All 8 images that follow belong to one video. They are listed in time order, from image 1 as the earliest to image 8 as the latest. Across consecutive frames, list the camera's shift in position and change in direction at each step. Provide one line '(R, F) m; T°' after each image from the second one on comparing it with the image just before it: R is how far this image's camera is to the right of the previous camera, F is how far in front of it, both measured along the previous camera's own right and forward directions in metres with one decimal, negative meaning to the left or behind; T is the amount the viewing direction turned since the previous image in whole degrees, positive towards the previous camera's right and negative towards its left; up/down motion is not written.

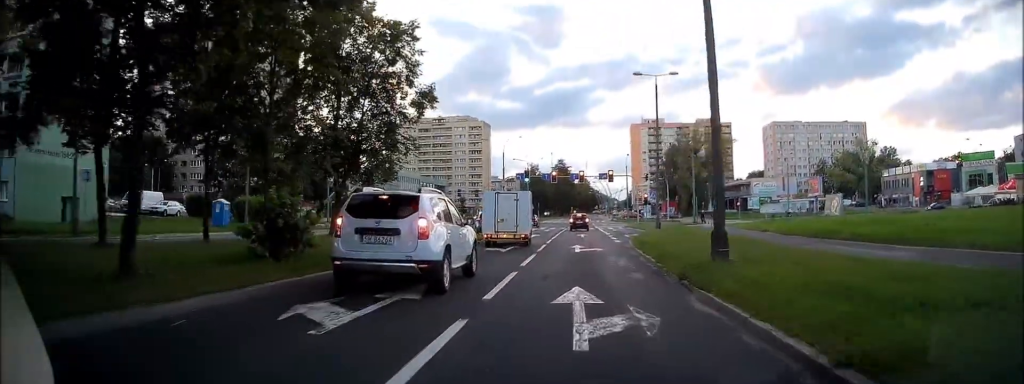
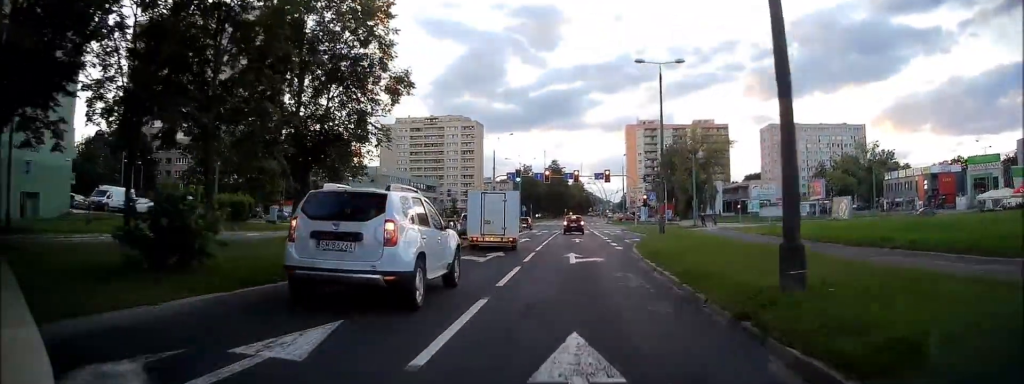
(0.0, +3.9) m; 0°
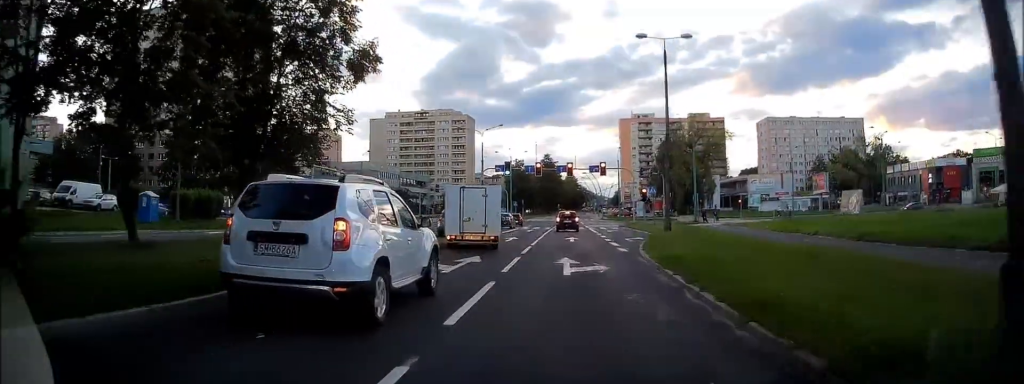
(0.0, +4.3) m; -1°
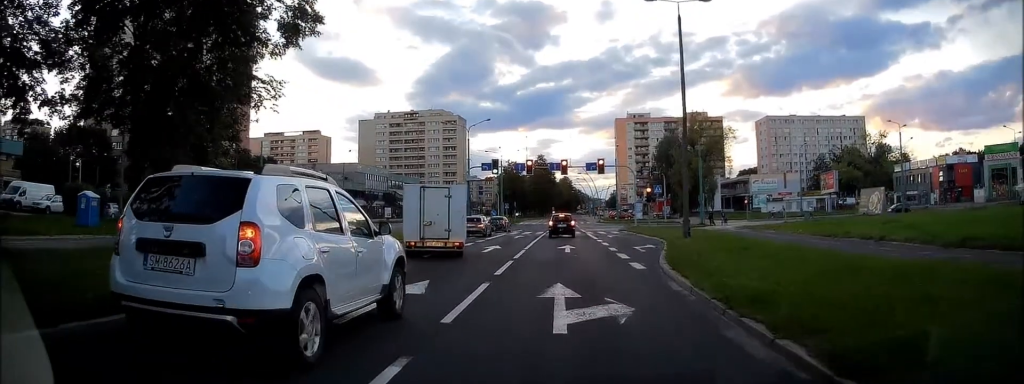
(0.0, +5.8) m; -1°
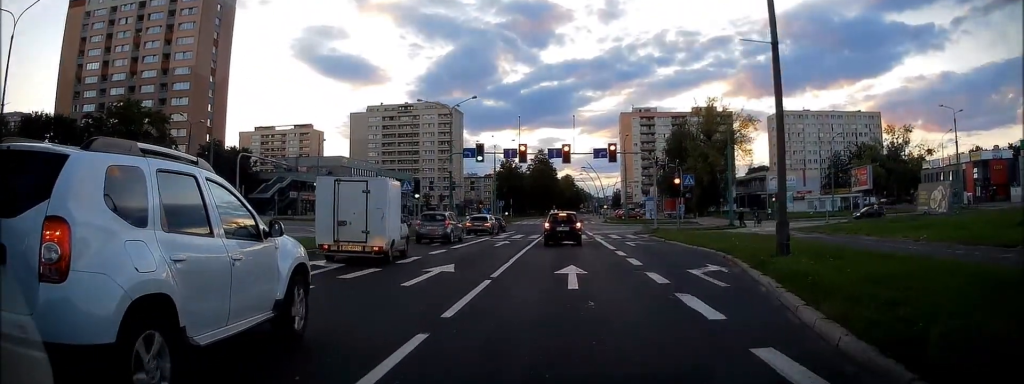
(-0.6, +10.8) m; -7°
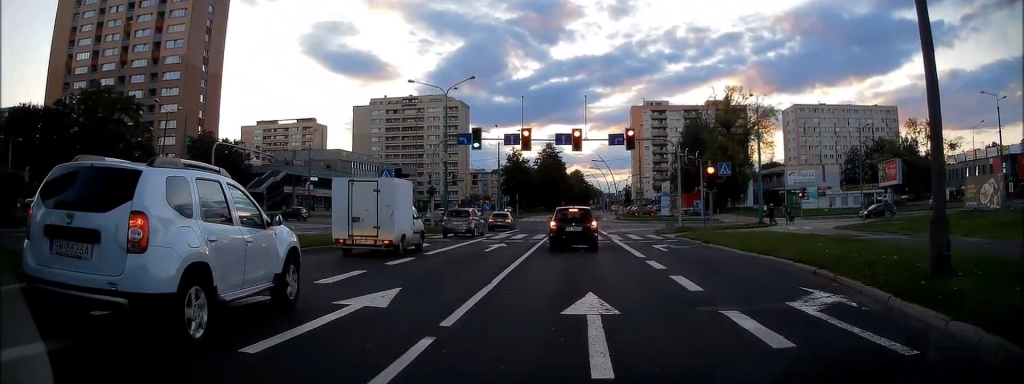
(-0.2, +6.2) m; +2°
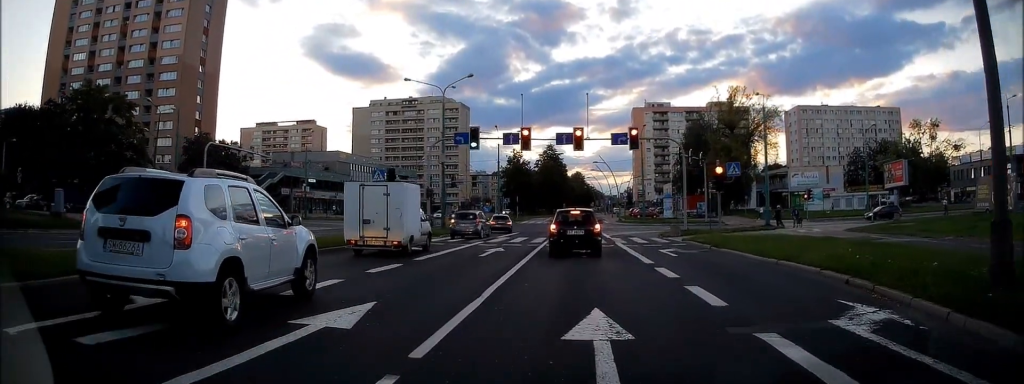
(+0.2, +1.4) m; +1°
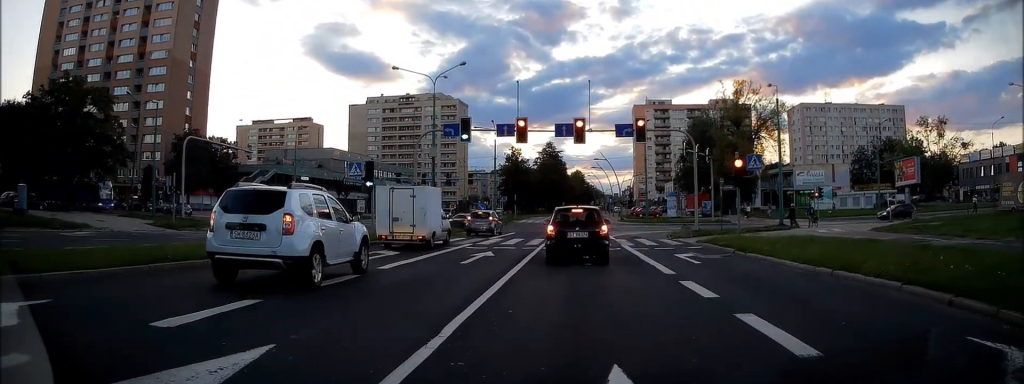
(+0.1, +3.2) m; +4°
